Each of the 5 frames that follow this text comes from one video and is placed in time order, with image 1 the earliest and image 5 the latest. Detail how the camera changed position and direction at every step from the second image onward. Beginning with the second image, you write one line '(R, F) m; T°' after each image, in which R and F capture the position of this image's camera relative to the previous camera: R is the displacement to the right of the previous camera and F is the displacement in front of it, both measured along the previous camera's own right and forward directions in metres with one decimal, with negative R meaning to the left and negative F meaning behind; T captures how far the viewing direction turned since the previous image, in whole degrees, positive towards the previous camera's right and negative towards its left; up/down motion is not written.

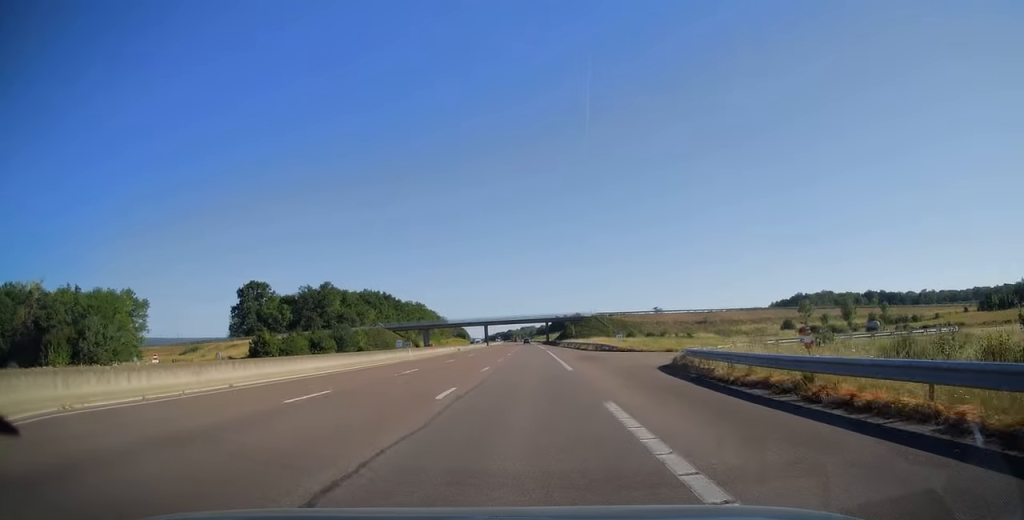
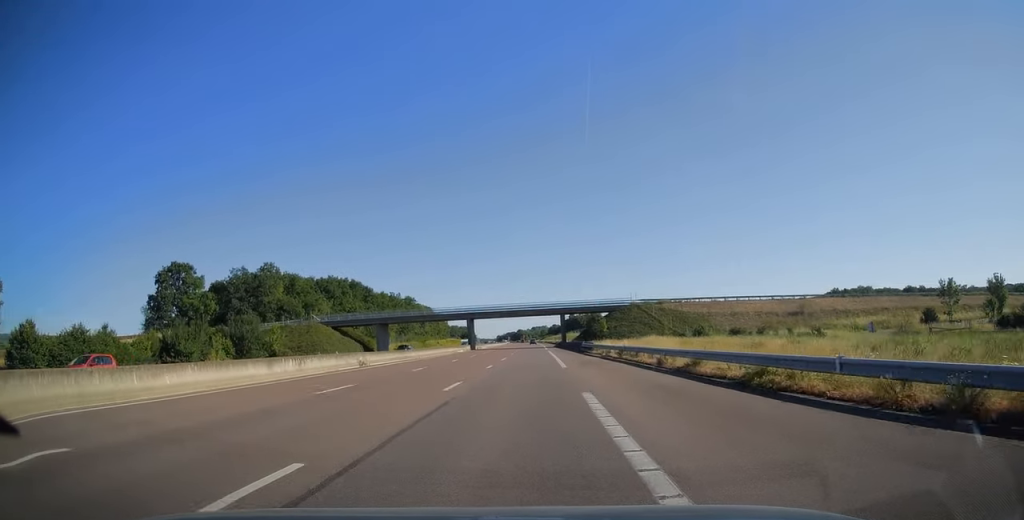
(-0.4, +49.3) m; -1°
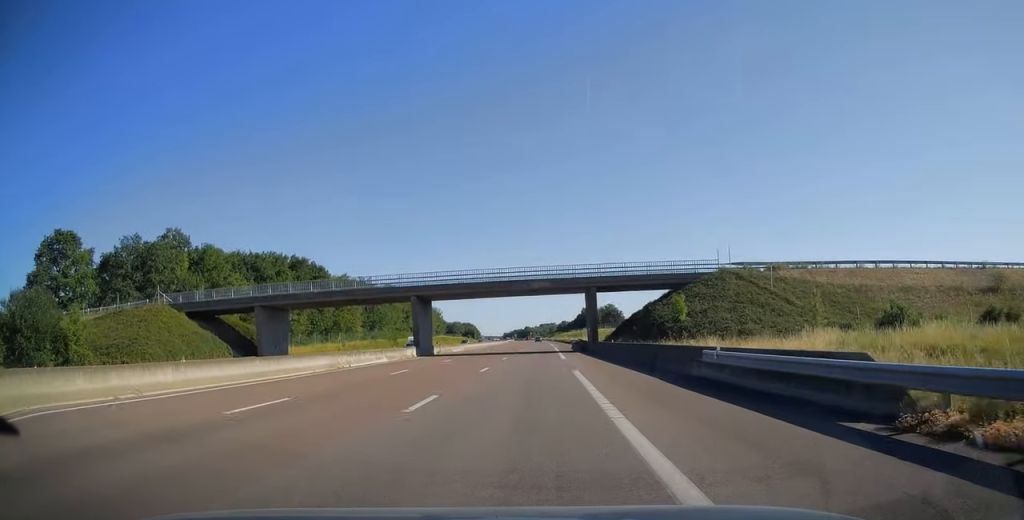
(-0.3, +44.1) m; -1°
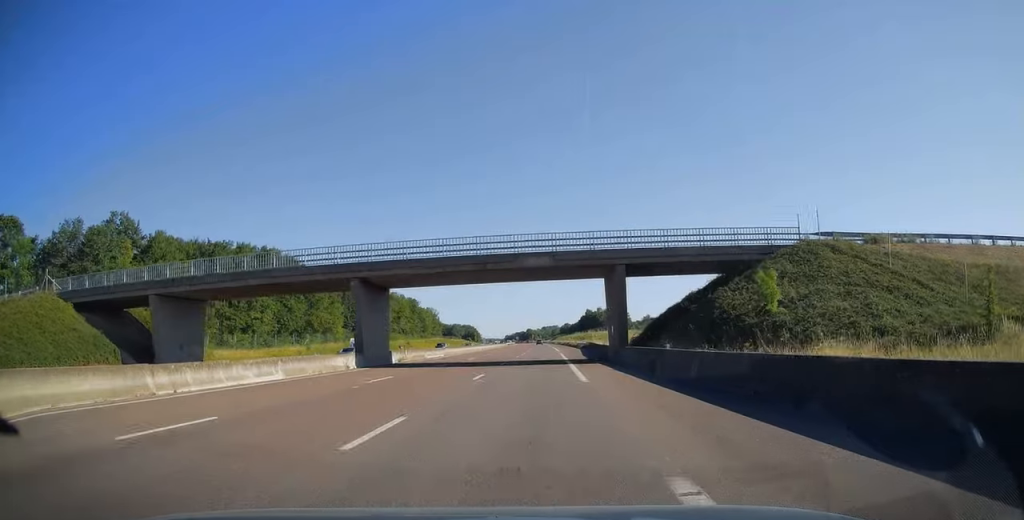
(-0.1, +16.4) m; 0°
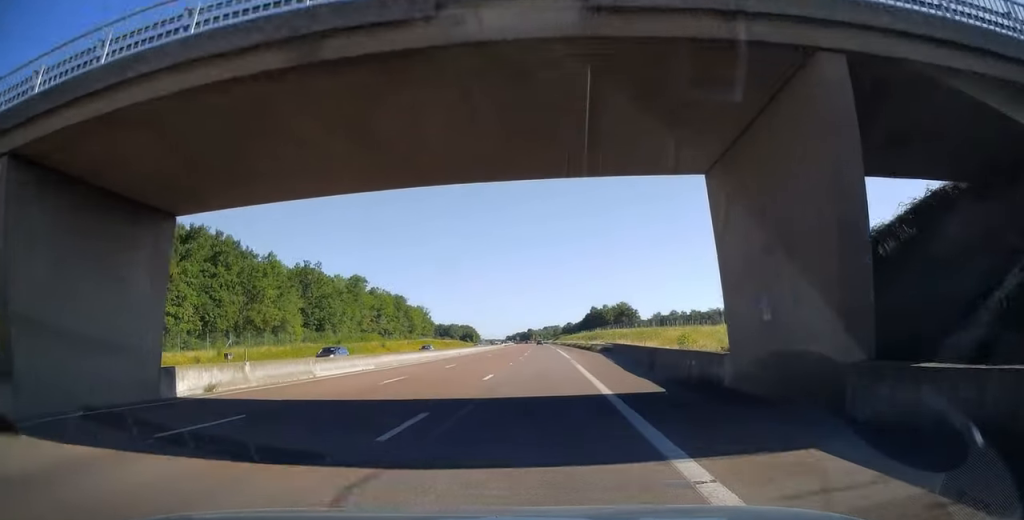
(-0.1, +25.1) m; 0°
